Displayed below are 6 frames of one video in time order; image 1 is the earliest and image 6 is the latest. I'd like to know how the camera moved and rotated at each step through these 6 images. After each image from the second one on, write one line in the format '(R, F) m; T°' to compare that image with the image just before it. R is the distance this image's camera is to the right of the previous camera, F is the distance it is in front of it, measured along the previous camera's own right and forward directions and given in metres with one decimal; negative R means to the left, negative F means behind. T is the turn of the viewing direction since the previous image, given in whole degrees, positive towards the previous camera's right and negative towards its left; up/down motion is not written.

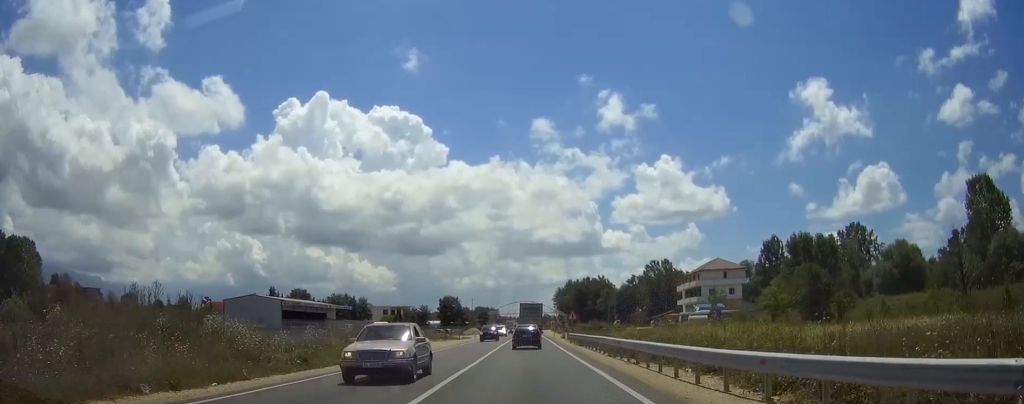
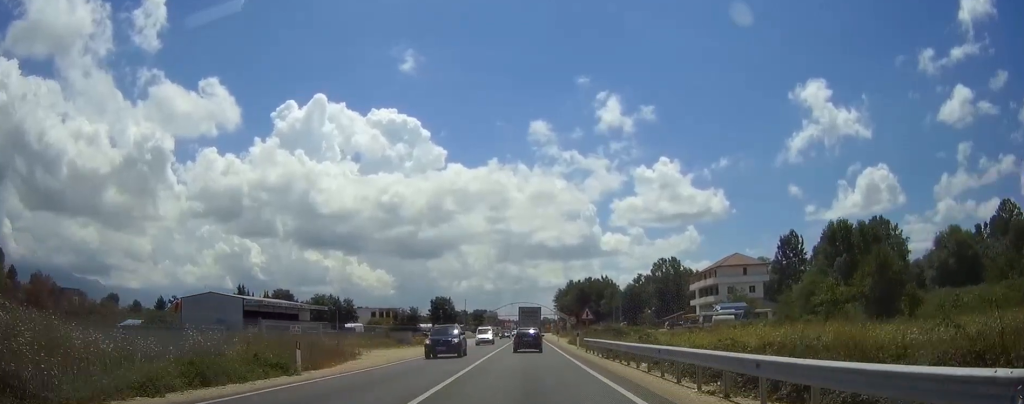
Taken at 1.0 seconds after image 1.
(0.0, +16.4) m; 0°
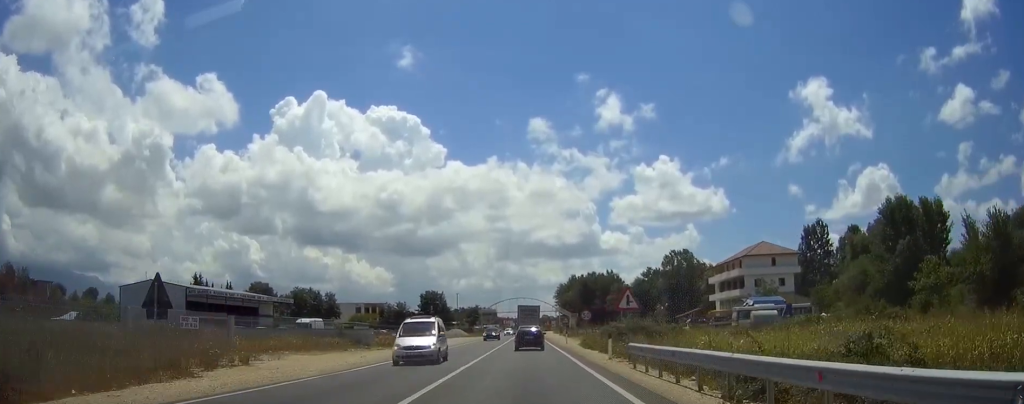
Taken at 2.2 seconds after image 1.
(+0.1, +18.5) m; 0°
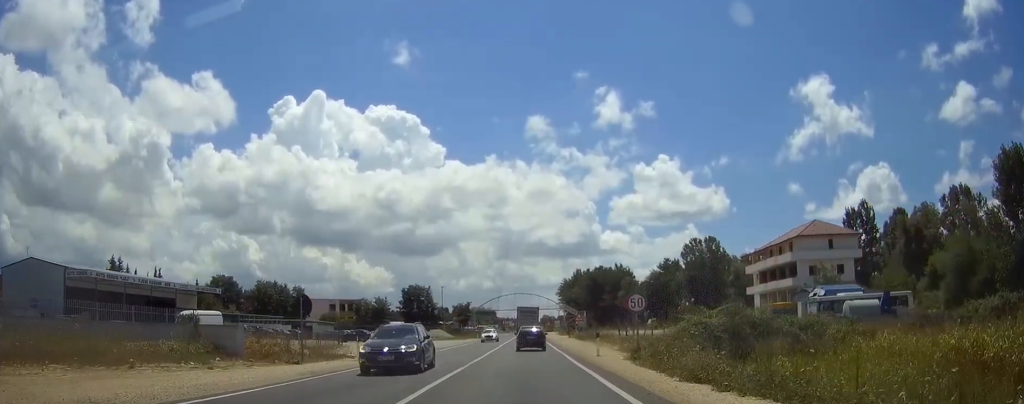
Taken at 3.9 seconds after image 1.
(-0.2, +26.3) m; -1°
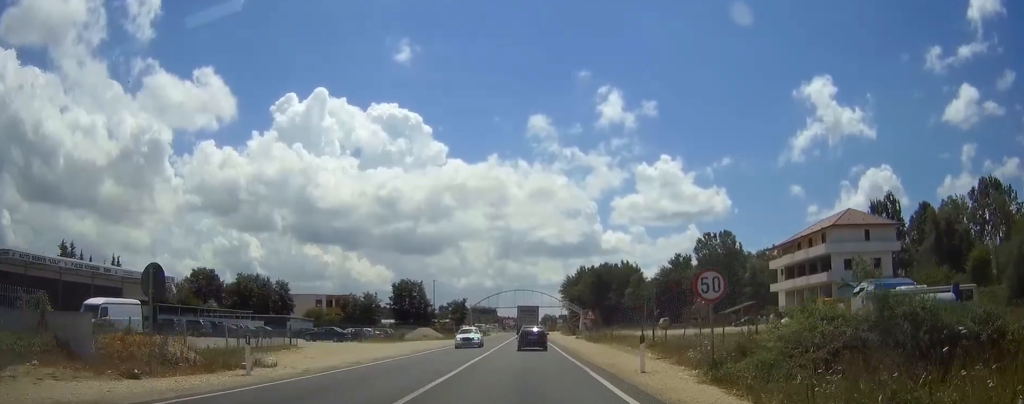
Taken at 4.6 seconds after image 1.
(0.0, +12.1) m; 0°
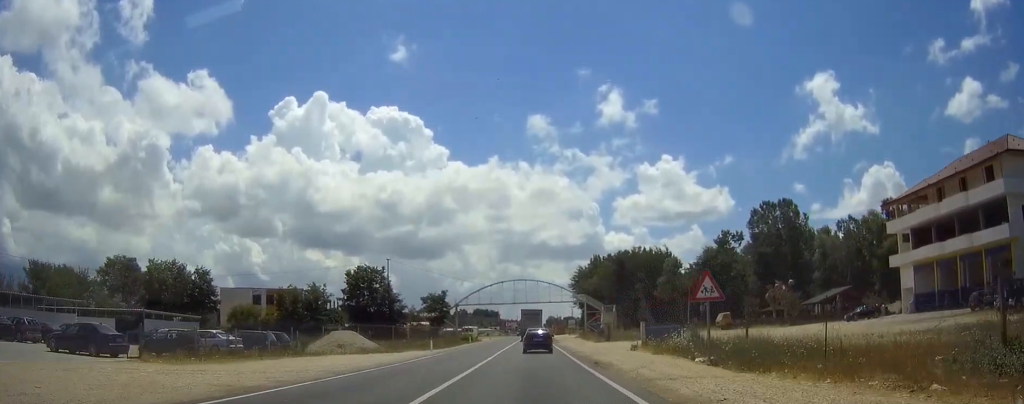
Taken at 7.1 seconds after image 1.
(-0.2, +39.7) m; -1°
